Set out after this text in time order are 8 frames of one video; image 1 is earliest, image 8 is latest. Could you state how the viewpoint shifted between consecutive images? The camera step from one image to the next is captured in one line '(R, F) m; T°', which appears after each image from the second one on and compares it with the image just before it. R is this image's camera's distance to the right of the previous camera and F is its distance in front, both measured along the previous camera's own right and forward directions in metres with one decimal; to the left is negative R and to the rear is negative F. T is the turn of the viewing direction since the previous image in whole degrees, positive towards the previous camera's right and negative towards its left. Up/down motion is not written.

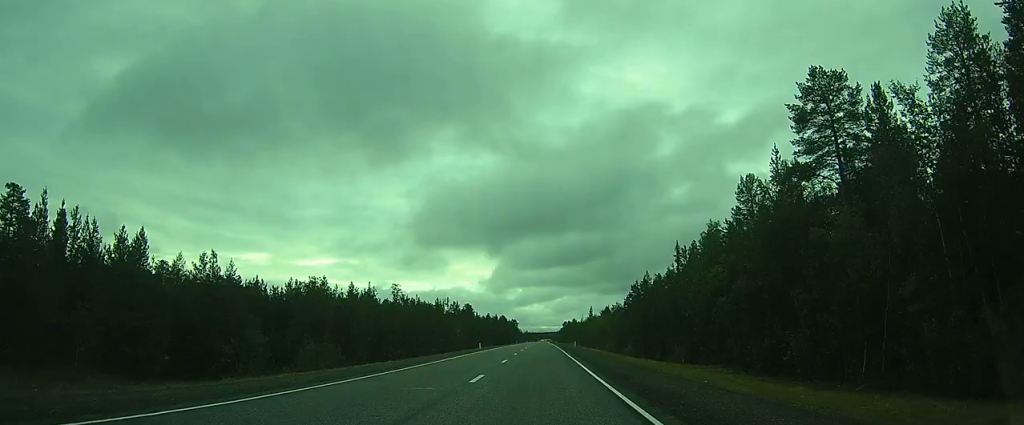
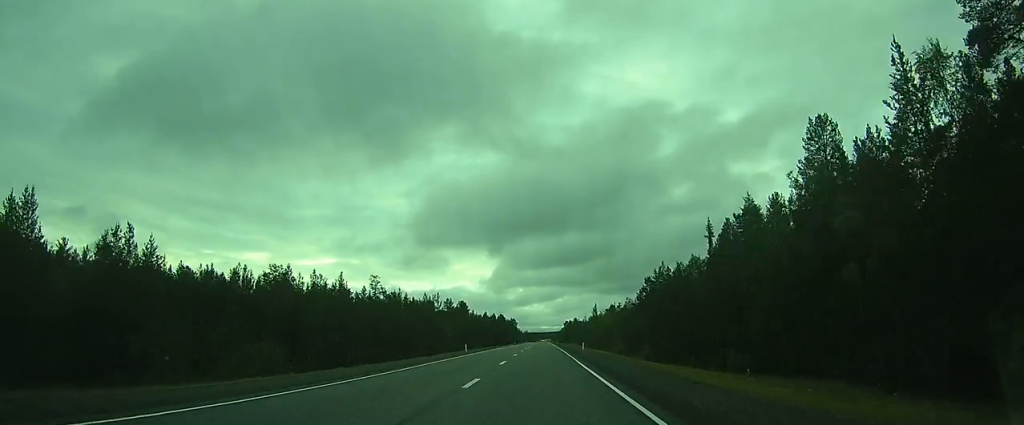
(0.0, +13.5) m; 0°
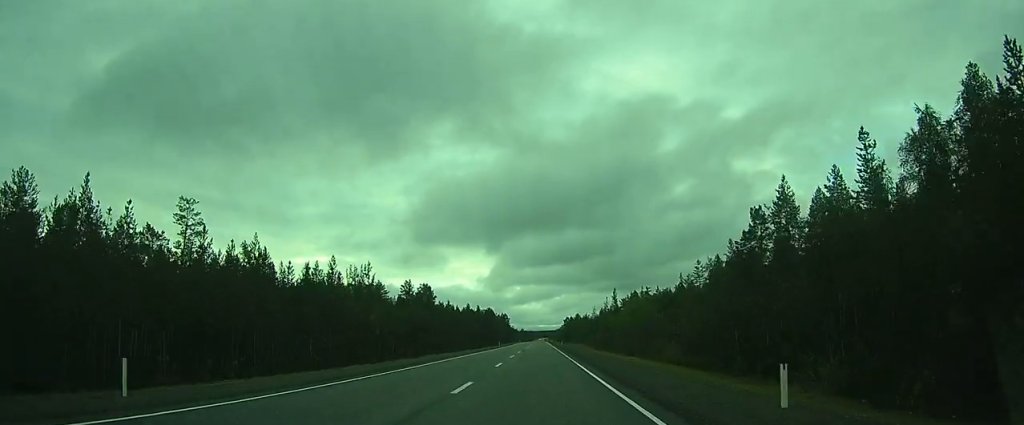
(-0.1, +48.7) m; 0°
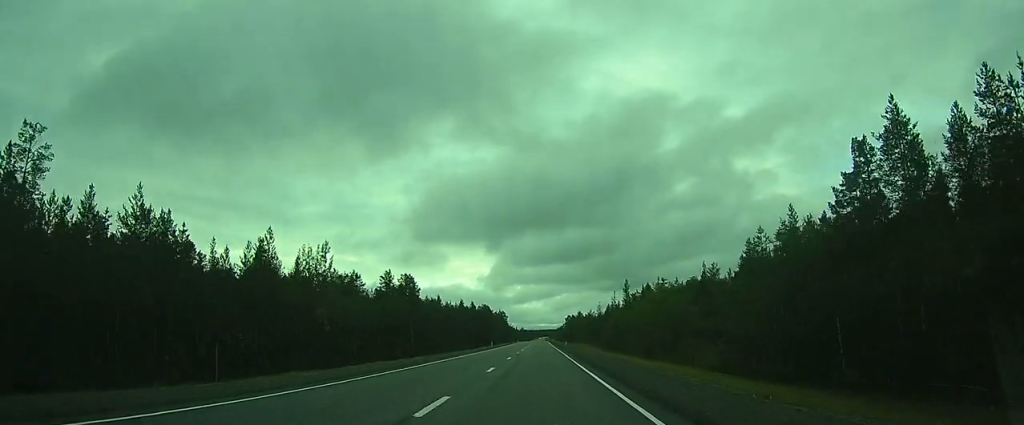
(0.0, +15.6) m; 0°
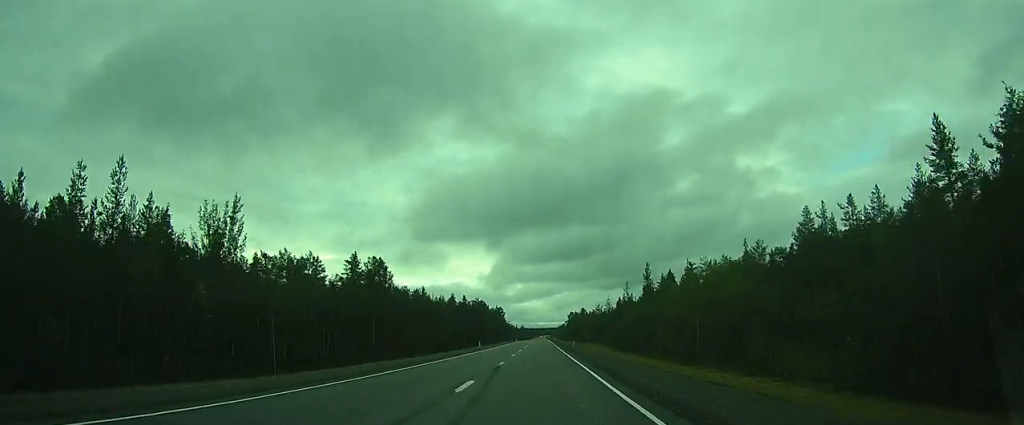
(0.0, +19.4) m; 0°
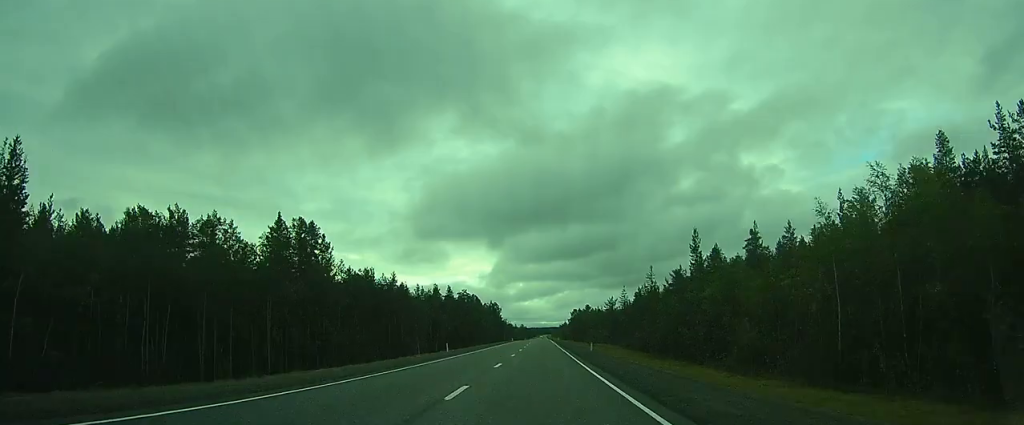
(0.0, +25.3) m; 0°
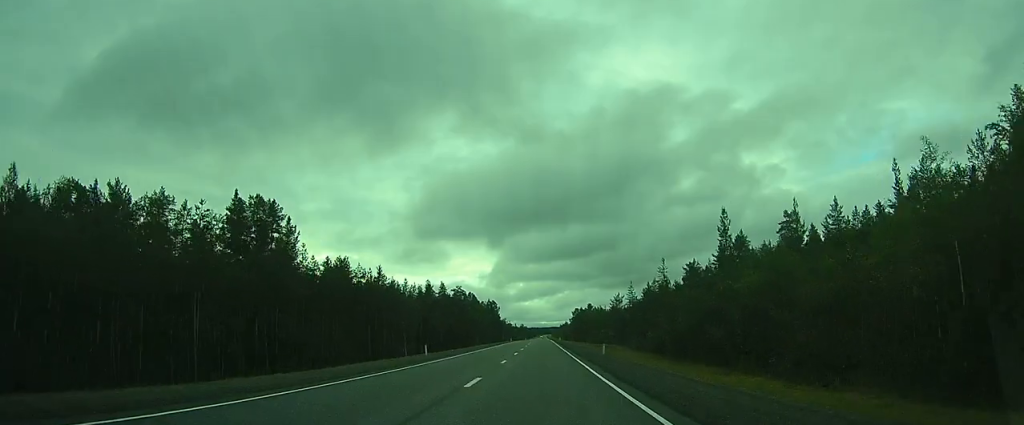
(0.0, +8.9) m; 0°
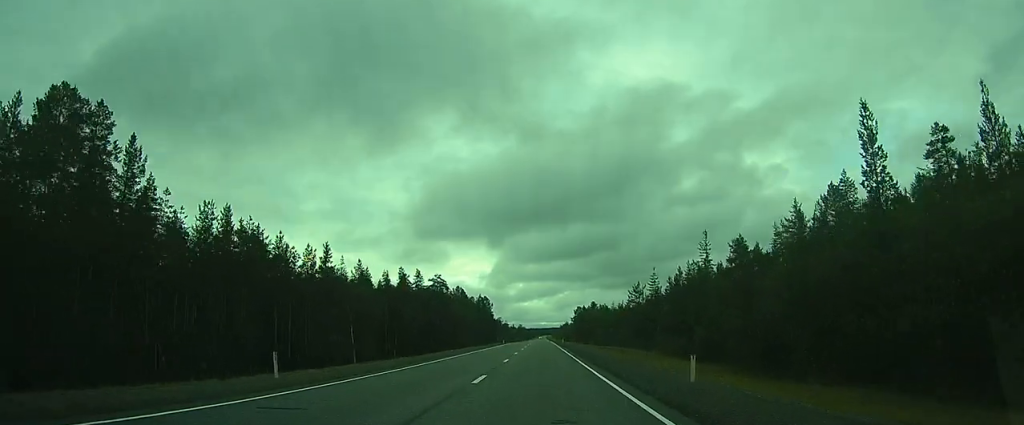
(+0.1, +22.3) m; 0°
